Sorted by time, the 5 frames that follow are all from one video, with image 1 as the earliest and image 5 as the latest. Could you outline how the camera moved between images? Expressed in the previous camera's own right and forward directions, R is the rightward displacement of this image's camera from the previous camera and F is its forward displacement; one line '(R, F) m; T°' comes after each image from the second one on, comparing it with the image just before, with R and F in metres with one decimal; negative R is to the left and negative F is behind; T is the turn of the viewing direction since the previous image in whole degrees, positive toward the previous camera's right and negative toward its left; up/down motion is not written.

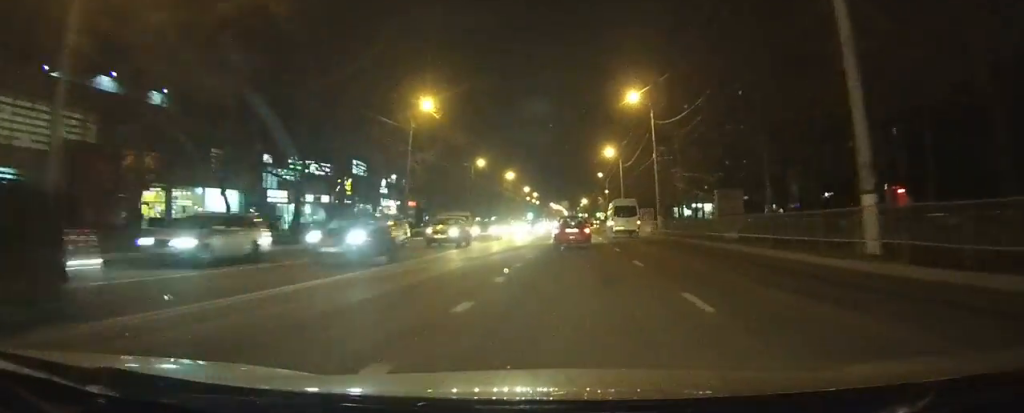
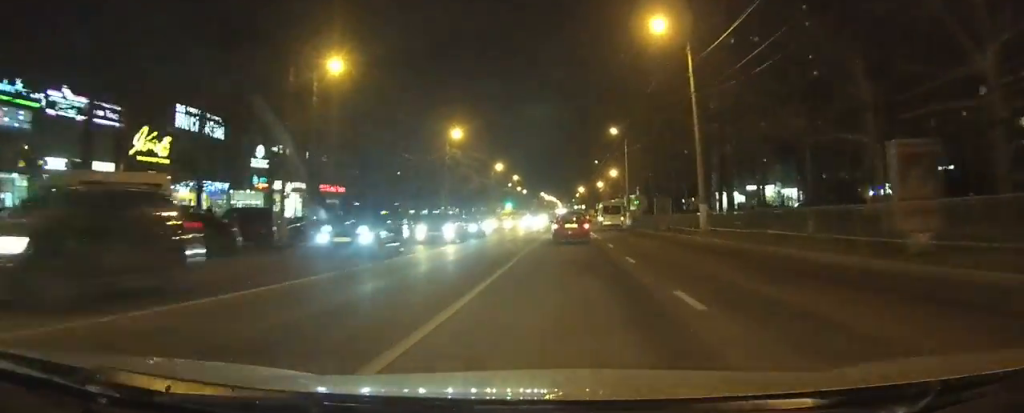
(+0.1, +46.9) m; 0°
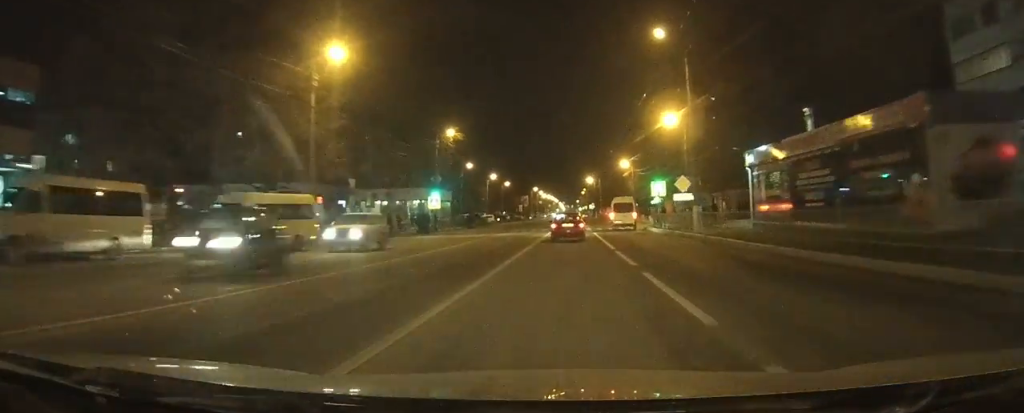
(-0.3, +74.8) m; 0°
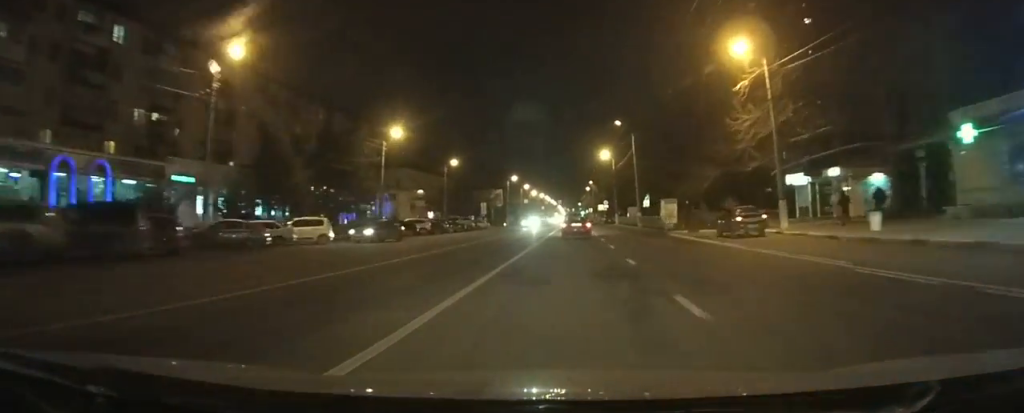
(+0.3, +74.5) m; +1°
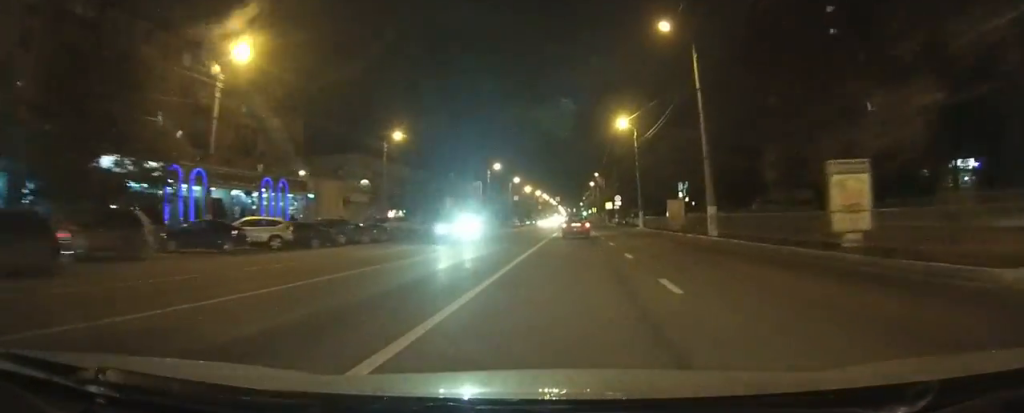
(+0.1, +29.9) m; 0°
